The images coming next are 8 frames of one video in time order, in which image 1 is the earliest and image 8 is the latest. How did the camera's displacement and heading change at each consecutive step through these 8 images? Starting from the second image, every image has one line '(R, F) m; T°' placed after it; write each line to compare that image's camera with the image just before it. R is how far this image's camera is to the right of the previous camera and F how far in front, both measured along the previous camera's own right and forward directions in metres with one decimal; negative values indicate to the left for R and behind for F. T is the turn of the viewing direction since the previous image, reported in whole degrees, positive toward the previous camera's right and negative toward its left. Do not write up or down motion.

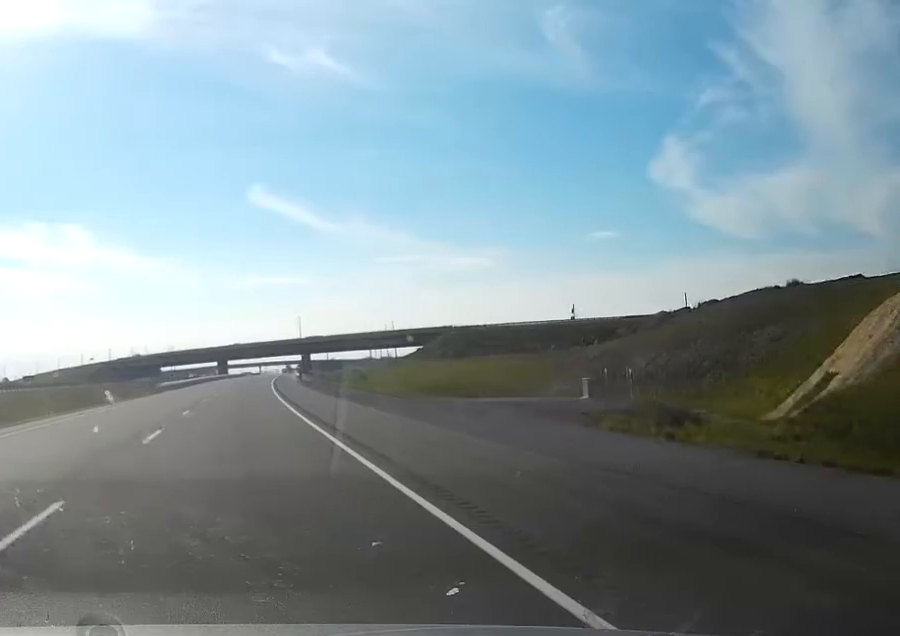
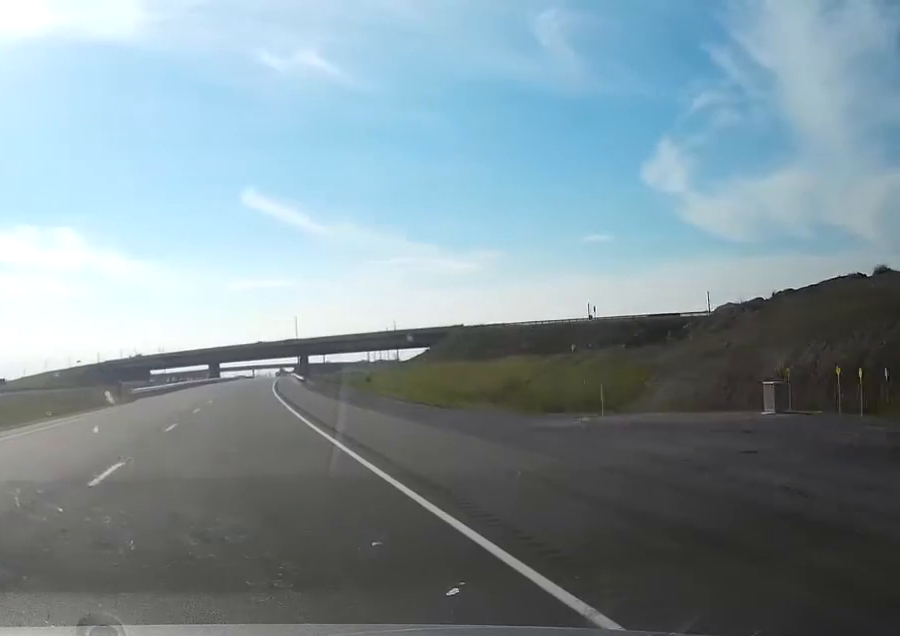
(+0.1, +18.7) m; +1°
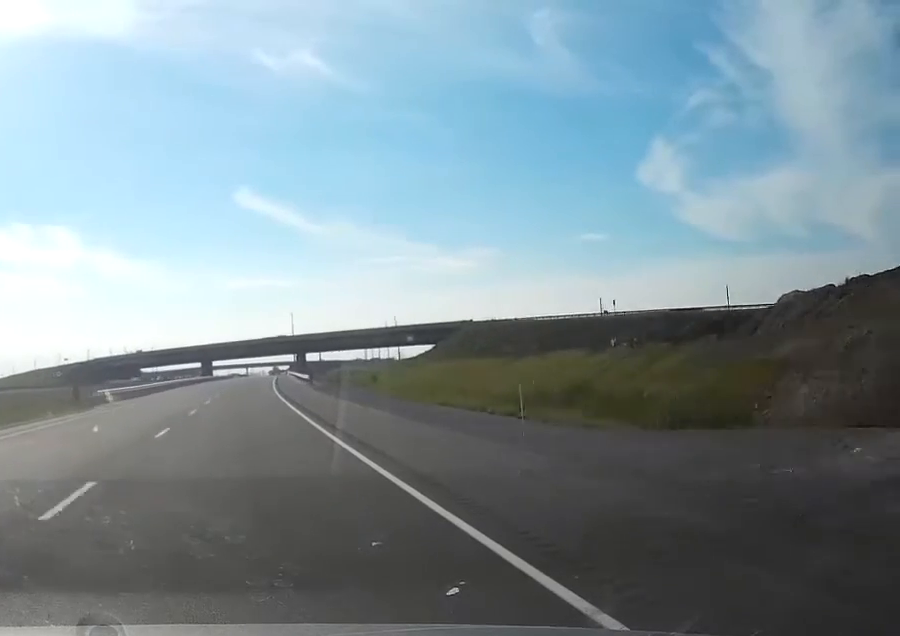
(+0.1, +14.8) m; 0°
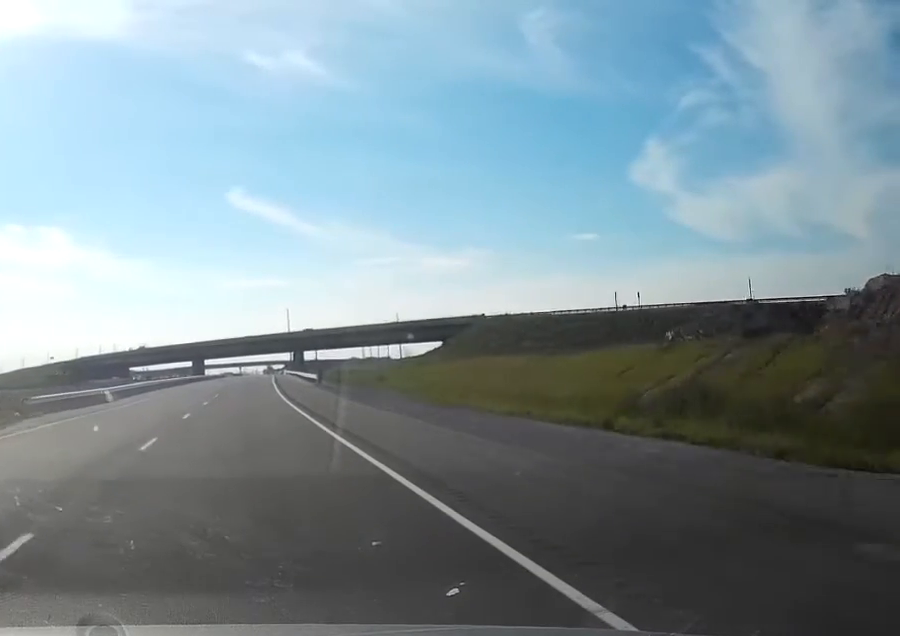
(0.0, +15.7) m; 0°
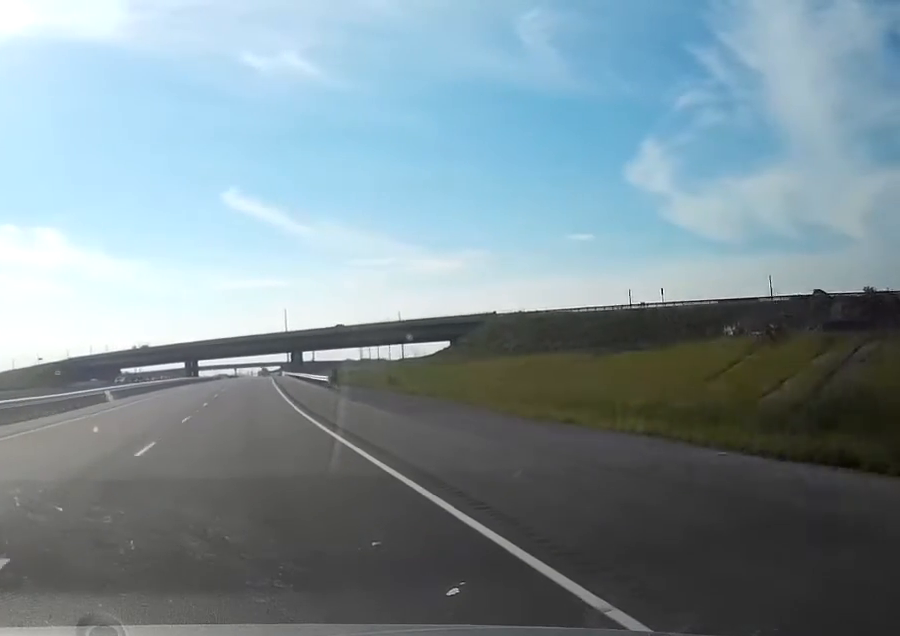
(0.0, +12.8) m; 0°
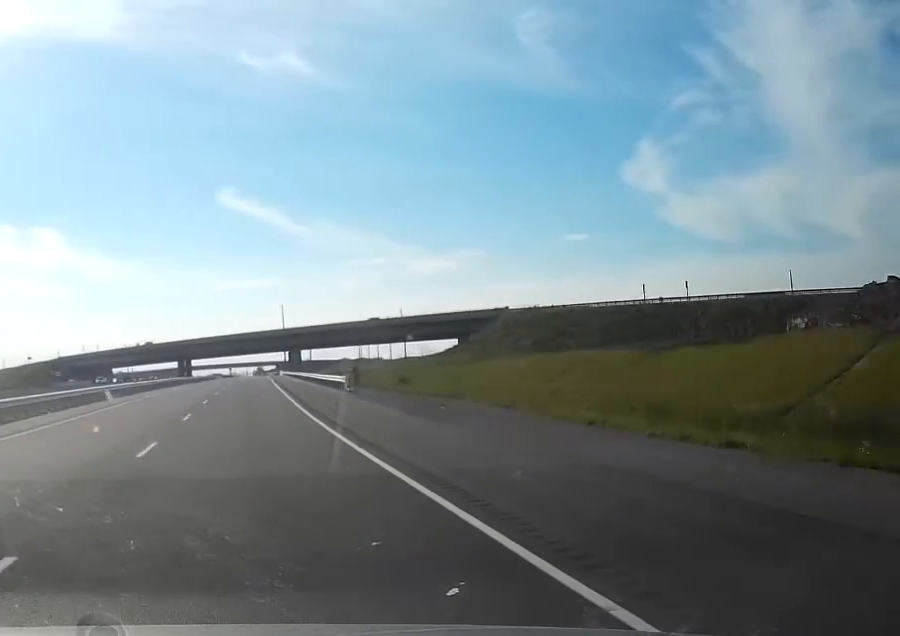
(0.0, +11.8) m; 0°
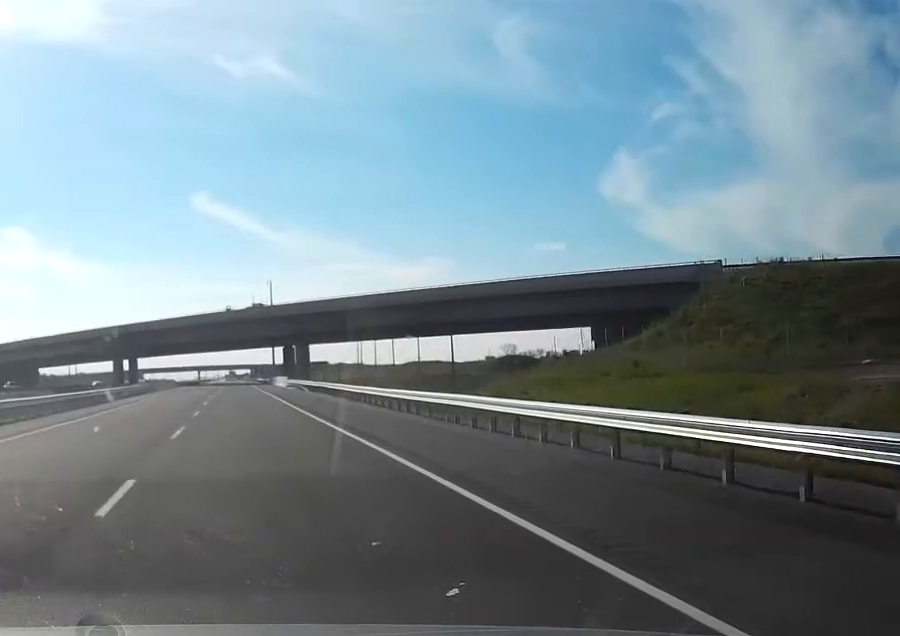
(+1.5, +89.5) m; +2°
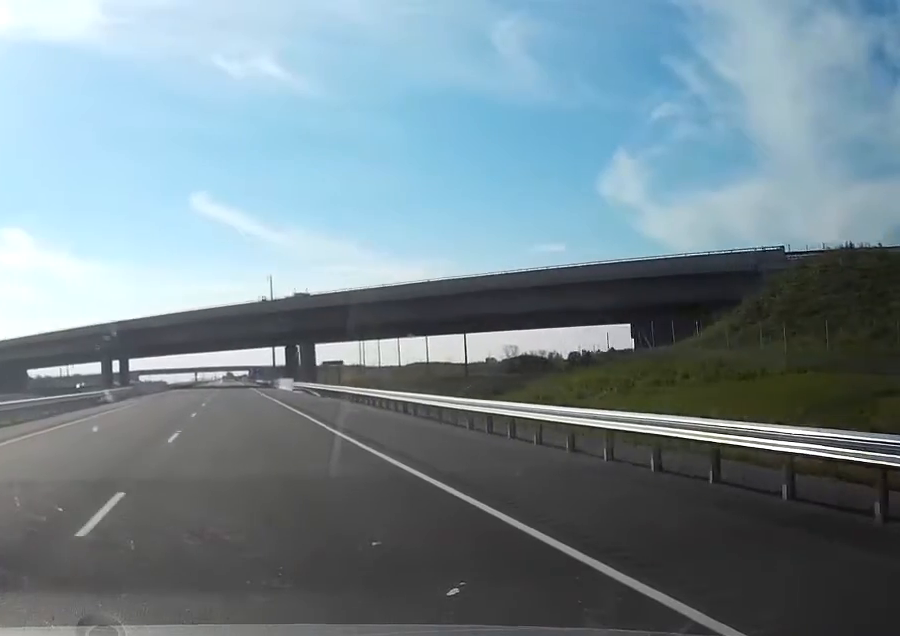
(0.0, +12.8) m; 0°
